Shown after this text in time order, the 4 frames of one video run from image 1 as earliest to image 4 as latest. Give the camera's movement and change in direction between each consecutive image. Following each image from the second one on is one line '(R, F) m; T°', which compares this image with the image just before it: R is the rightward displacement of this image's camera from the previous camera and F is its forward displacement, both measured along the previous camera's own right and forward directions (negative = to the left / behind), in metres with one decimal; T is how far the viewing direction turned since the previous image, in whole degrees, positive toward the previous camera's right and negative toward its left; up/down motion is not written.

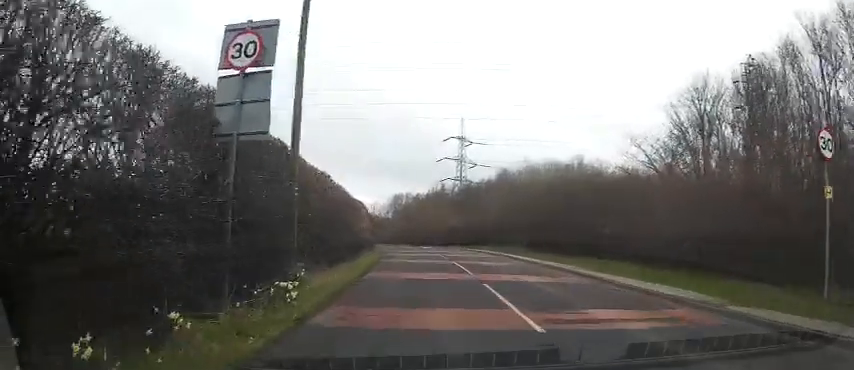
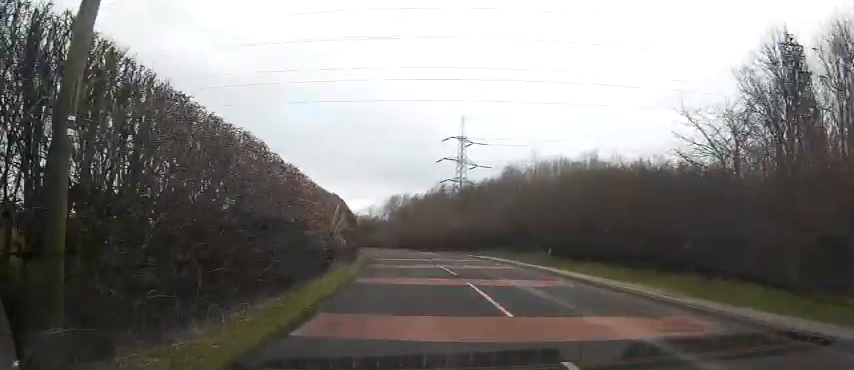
(-0.1, +7.7) m; -1°
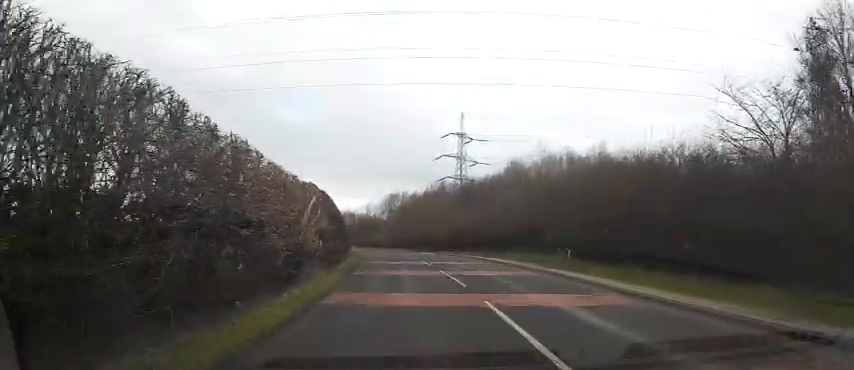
(0.0, +4.0) m; 0°
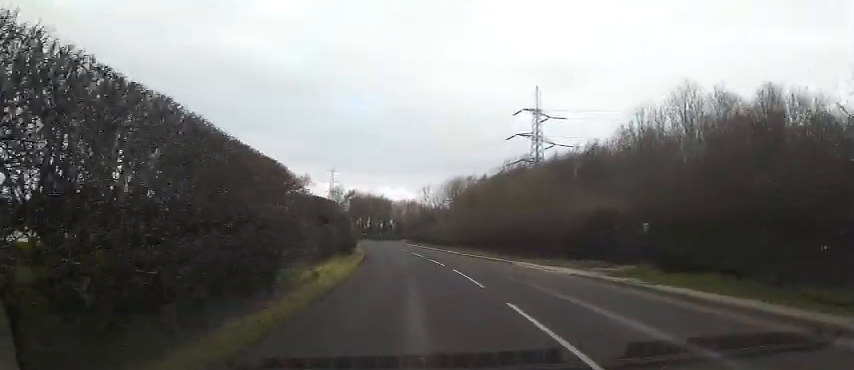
(-0.5, +27.1) m; -4°
